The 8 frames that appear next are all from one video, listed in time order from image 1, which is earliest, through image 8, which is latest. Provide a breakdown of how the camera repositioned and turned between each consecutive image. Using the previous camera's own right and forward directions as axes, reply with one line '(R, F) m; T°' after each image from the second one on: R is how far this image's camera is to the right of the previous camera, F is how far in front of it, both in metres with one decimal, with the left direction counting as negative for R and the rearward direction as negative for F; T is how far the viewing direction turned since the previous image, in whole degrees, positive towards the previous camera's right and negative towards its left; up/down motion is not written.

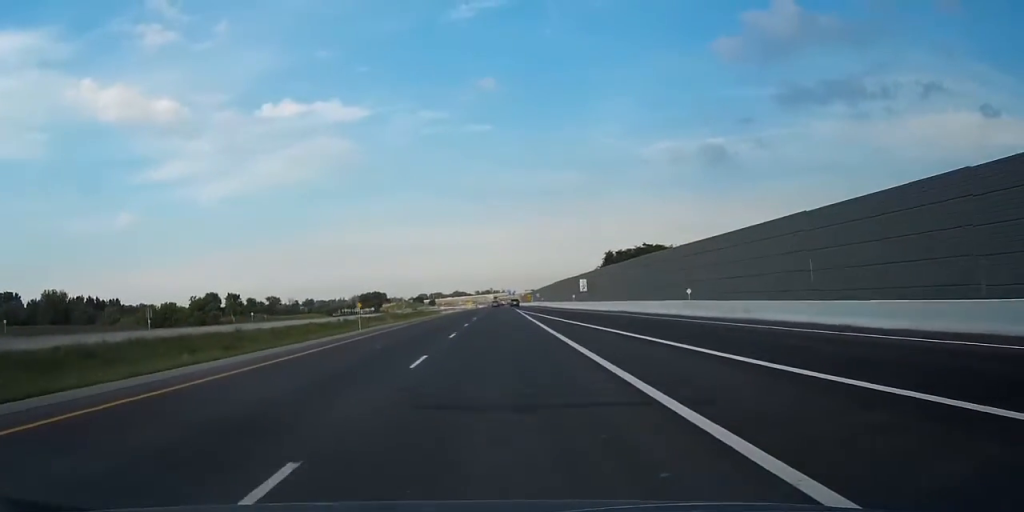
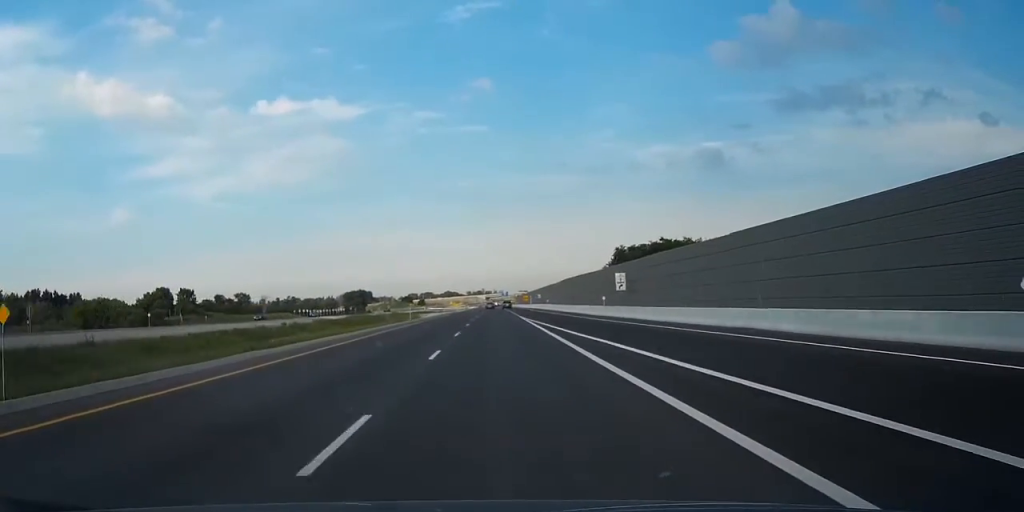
(+0.3, +33.0) m; +1°
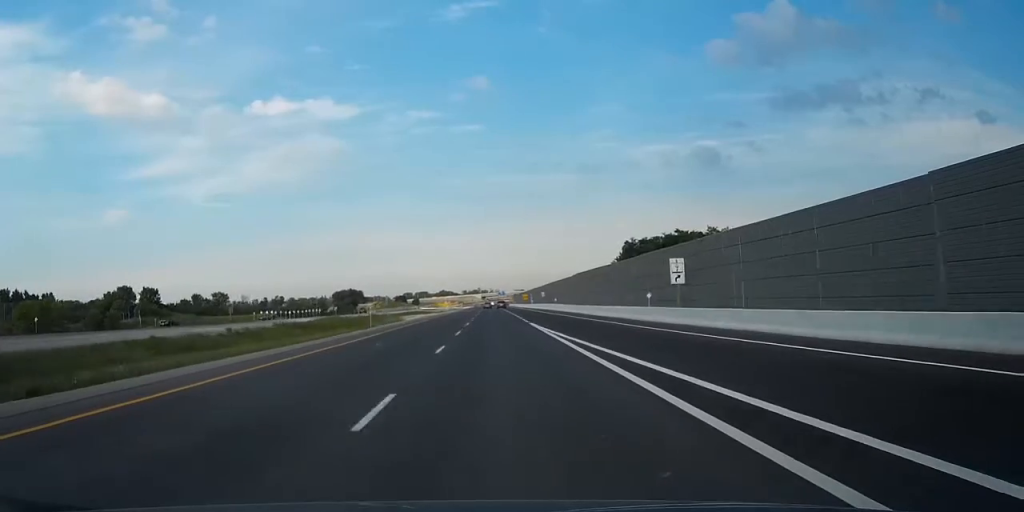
(0.0, +21.6) m; 0°
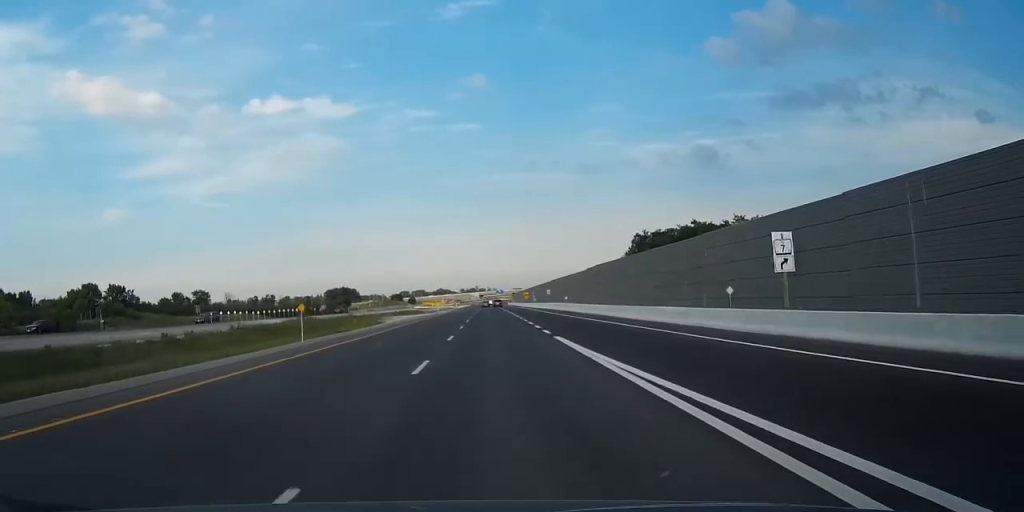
(+0.1, +17.5) m; 0°
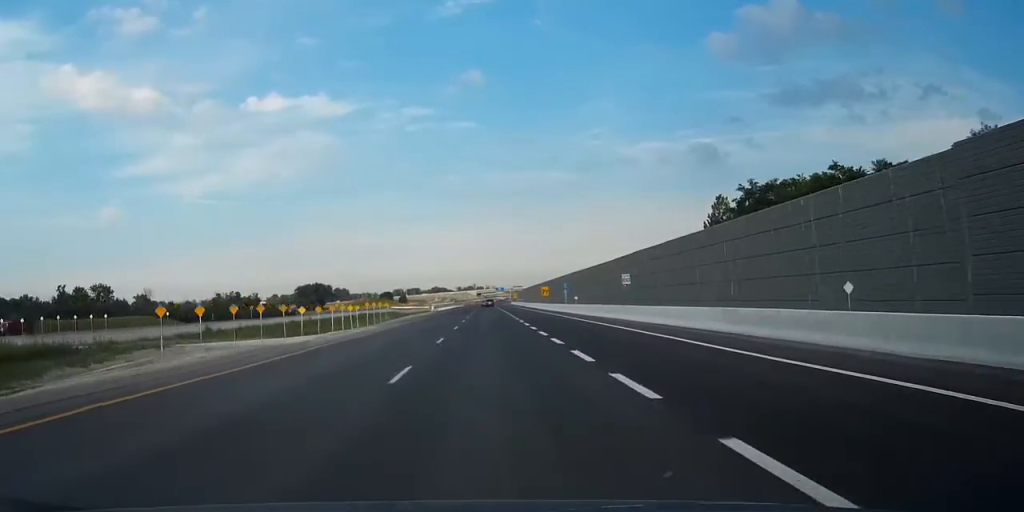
(+0.4, +73.3) m; 0°
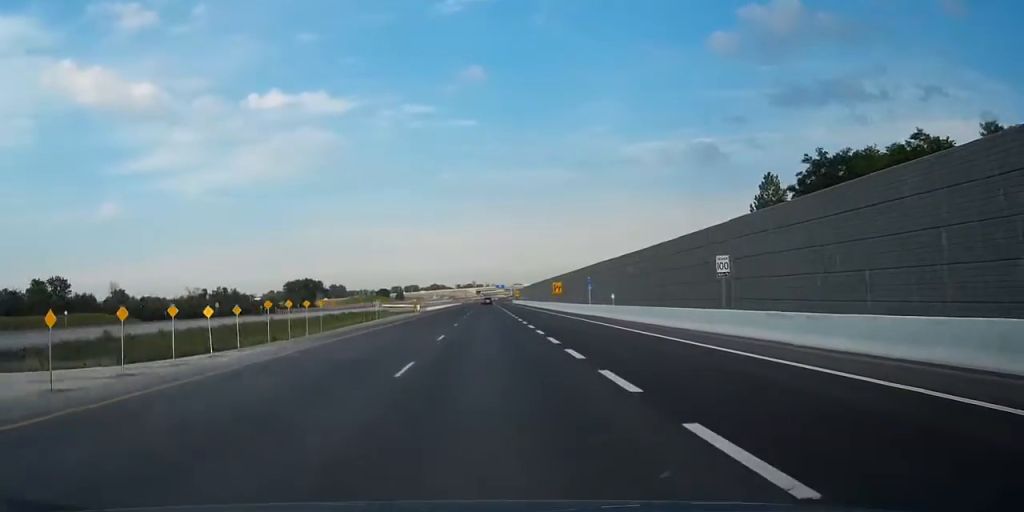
(0.0, +22.8) m; 0°
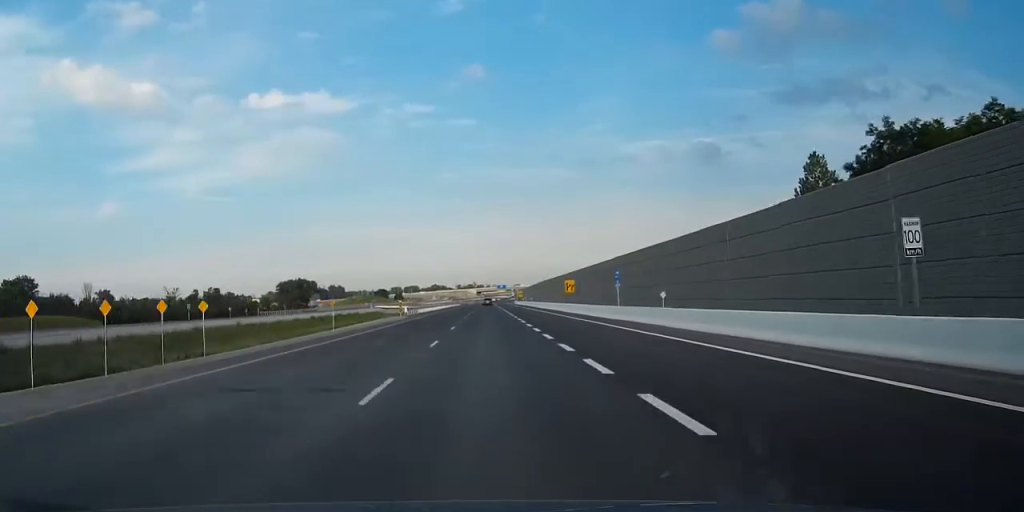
(0.0, +15.5) m; 0°
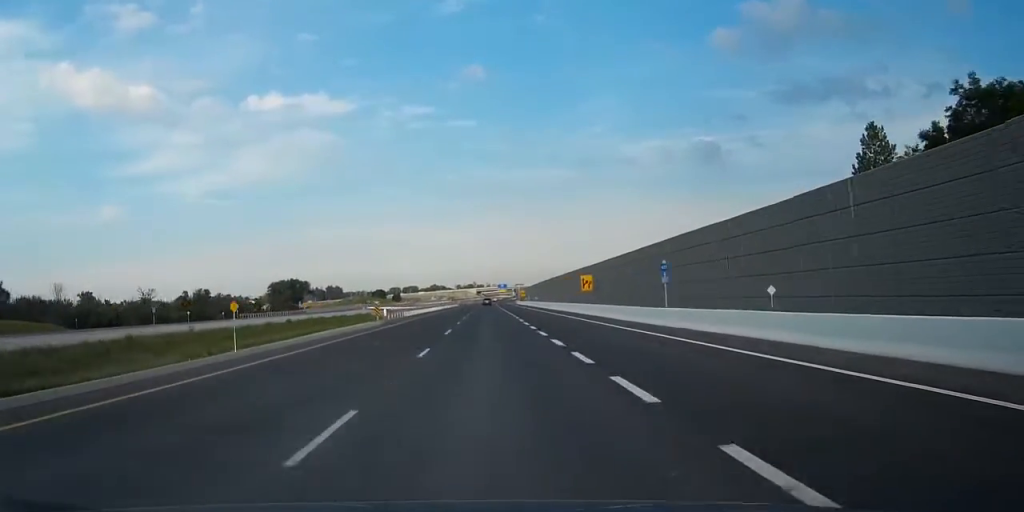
(+0.1, +15.5) m; 0°
